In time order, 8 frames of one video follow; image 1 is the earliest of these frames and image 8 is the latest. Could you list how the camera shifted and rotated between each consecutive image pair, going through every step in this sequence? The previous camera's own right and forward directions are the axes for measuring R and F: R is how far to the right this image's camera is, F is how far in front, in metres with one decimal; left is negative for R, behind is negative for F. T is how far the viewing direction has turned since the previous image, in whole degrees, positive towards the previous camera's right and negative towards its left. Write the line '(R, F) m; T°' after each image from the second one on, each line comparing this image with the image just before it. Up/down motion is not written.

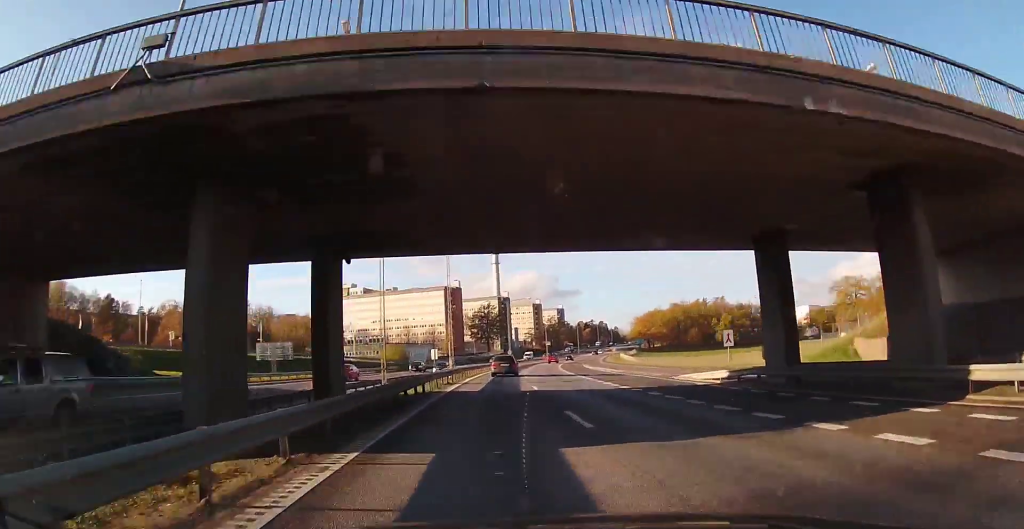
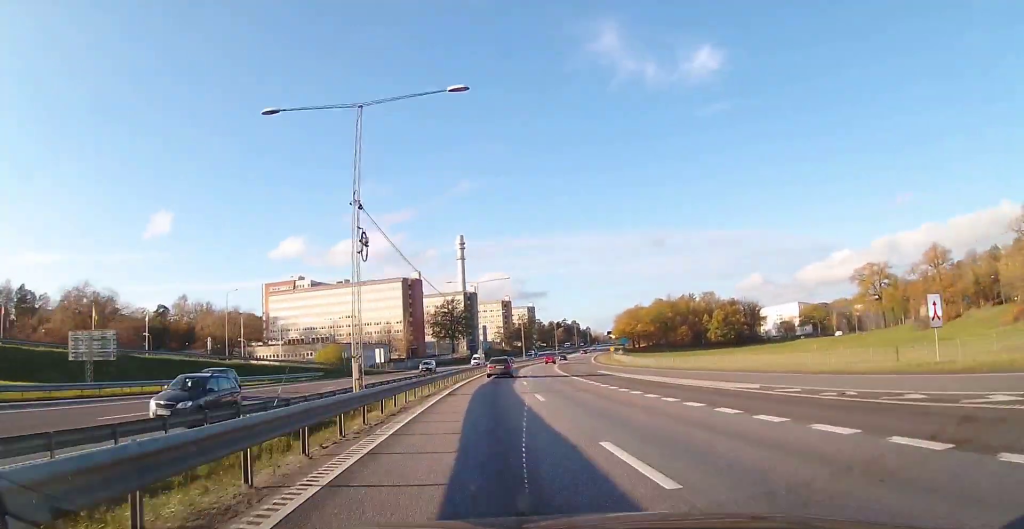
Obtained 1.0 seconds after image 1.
(+1.1, +29.6) m; +4°
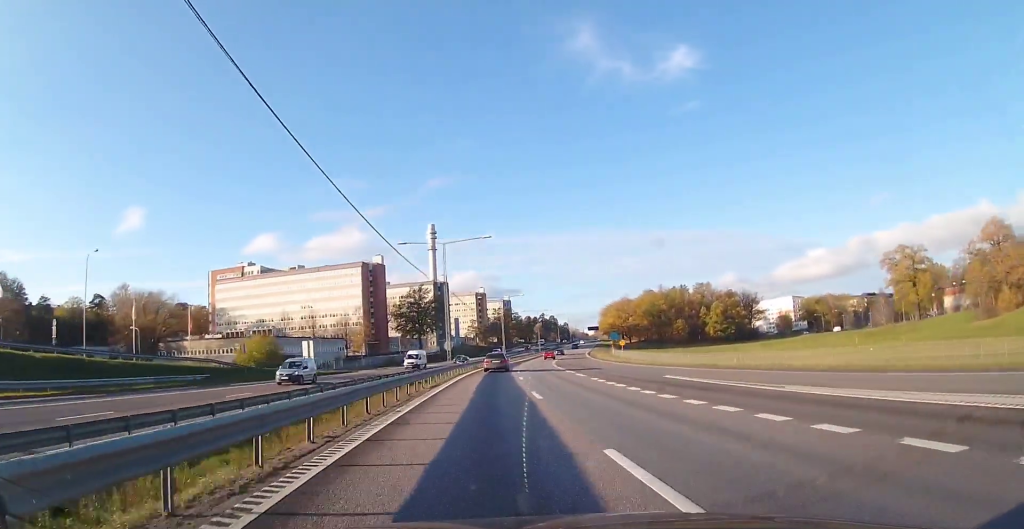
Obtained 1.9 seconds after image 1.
(+0.6, +25.4) m; +3°
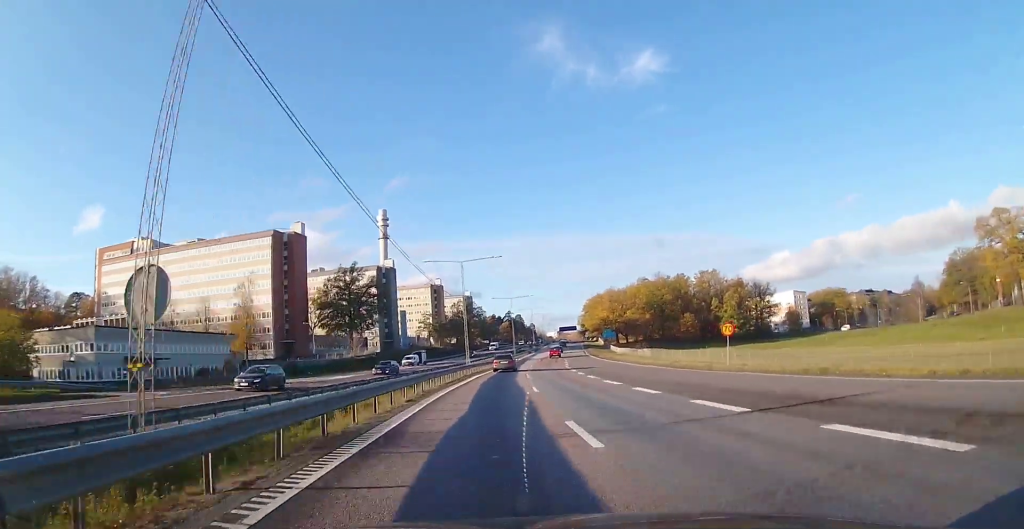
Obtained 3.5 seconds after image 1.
(+2.7, +46.1) m; +6°
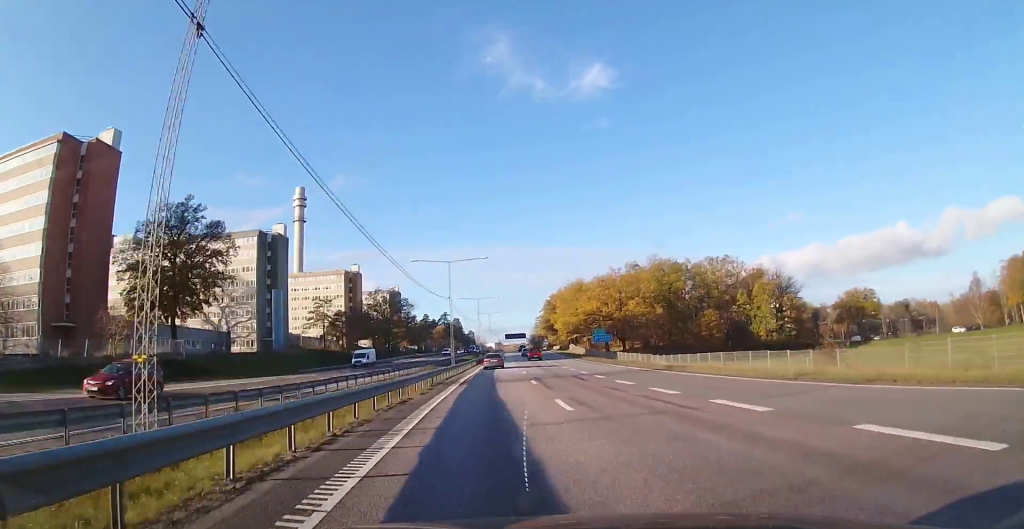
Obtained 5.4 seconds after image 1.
(+2.3, +55.0) m; +5°
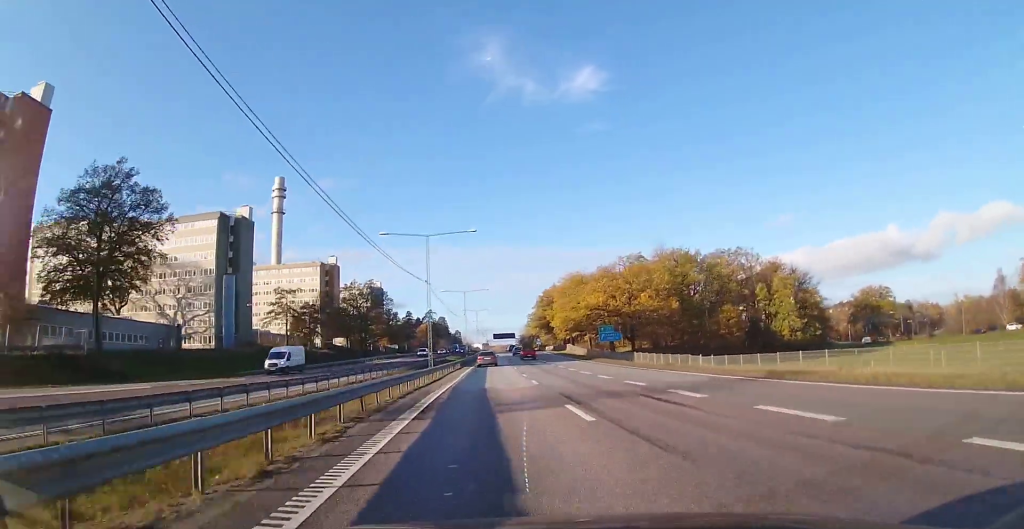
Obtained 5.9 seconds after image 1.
(+0.2, +14.3) m; +1°
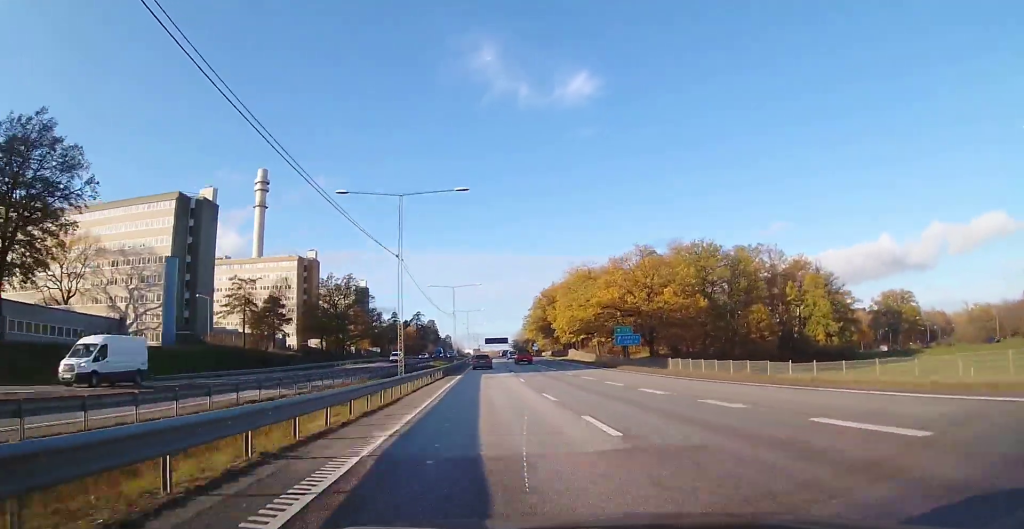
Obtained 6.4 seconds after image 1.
(+0.2, +14.3) m; +1°
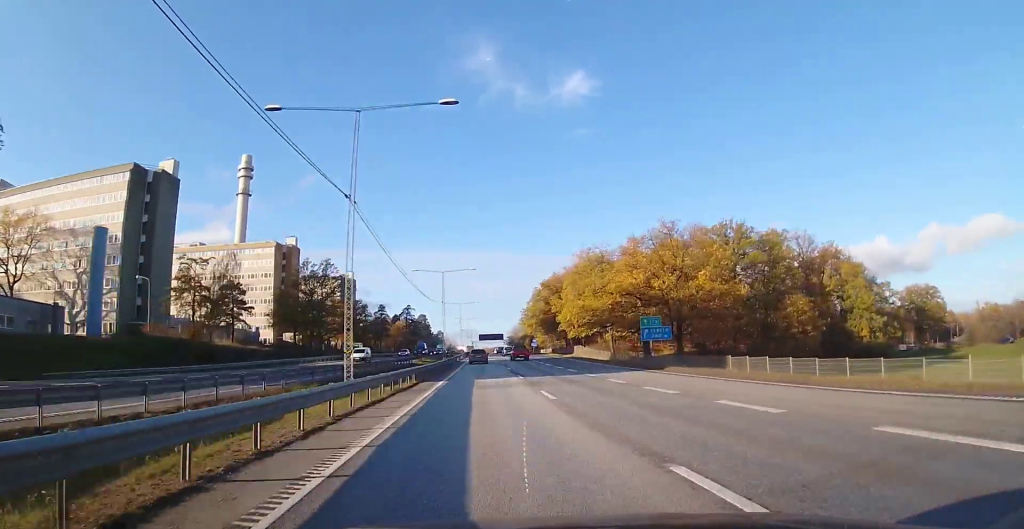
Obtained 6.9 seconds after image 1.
(+0.1, +13.3) m; 0°
